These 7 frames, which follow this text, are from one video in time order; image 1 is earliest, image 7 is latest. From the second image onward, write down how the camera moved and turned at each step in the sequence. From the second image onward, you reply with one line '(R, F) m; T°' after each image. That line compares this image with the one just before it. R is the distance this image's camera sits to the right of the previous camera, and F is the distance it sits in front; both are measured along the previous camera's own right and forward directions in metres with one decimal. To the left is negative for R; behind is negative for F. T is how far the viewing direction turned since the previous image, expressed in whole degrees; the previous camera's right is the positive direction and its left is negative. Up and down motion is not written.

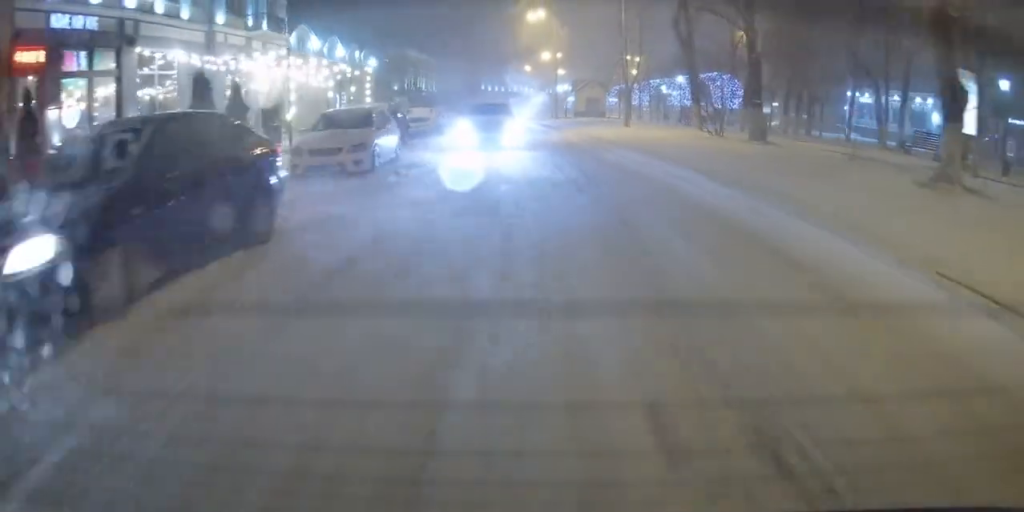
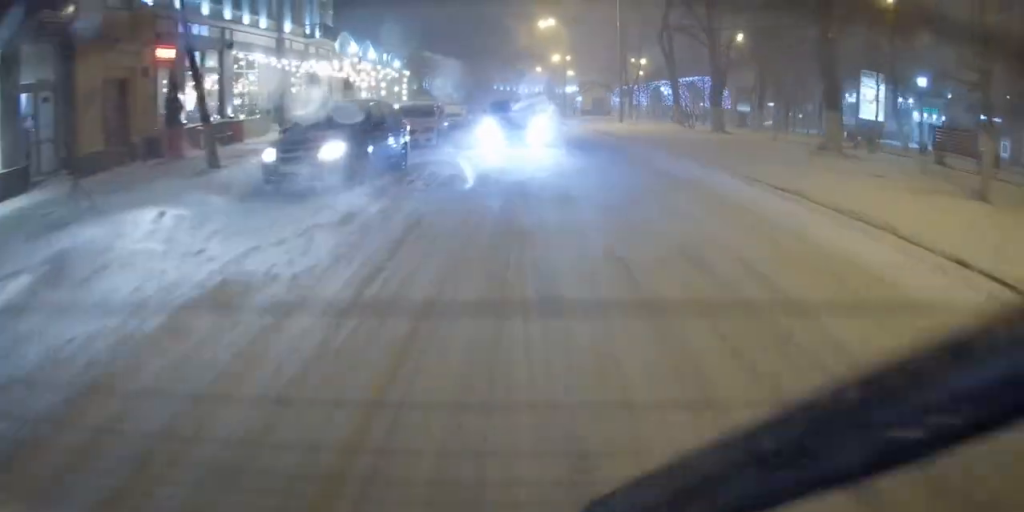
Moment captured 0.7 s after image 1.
(+0.1, +6.1) m; +2°
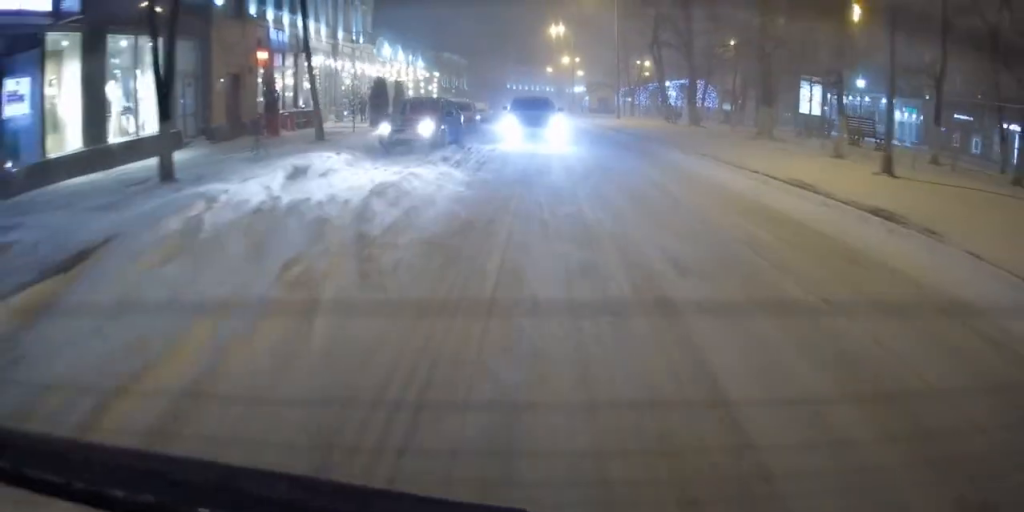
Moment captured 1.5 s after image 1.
(+0.3, +6.6) m; +1°
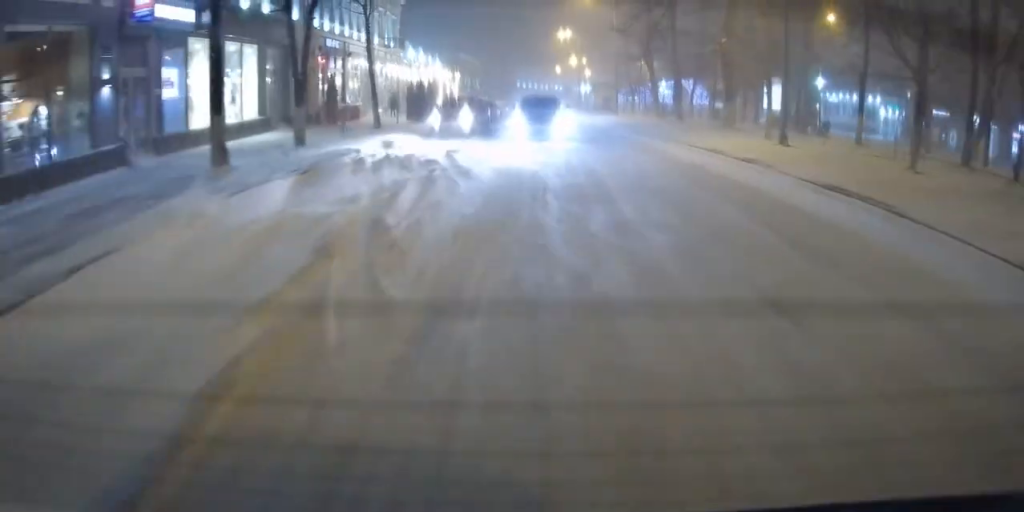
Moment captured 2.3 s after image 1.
(-0.2, +5.9) m; -3°
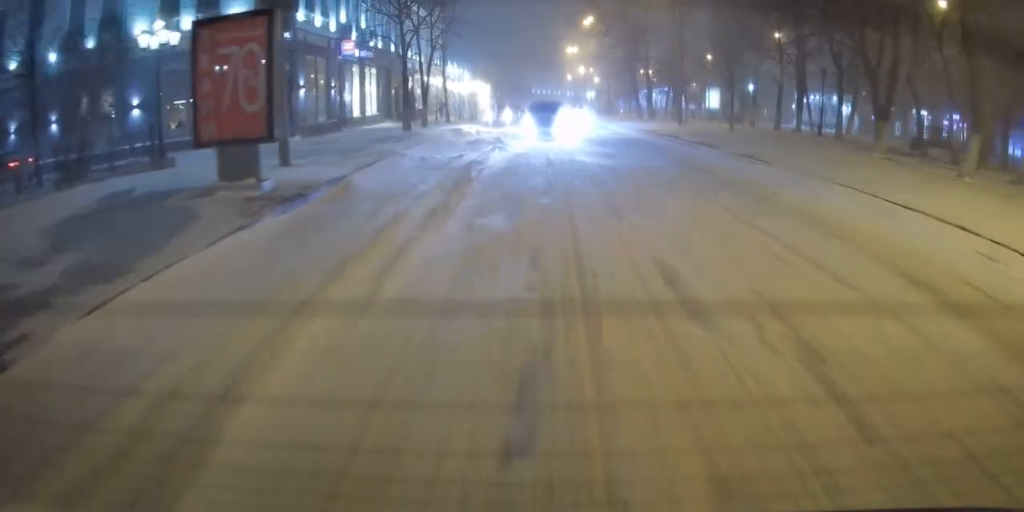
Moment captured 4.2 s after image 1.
(-0.2, +15.0) m; -1°
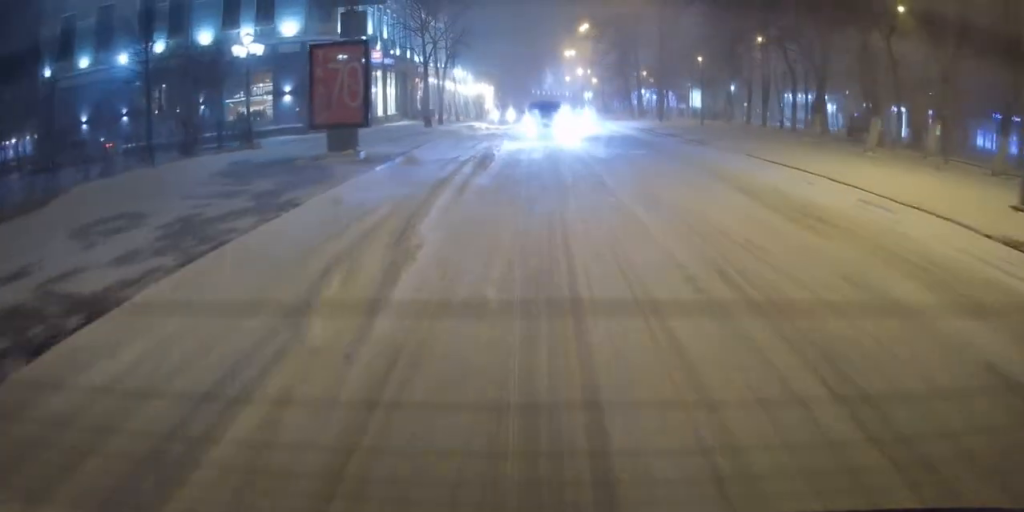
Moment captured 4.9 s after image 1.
(0.0, +5.3) m; -1°
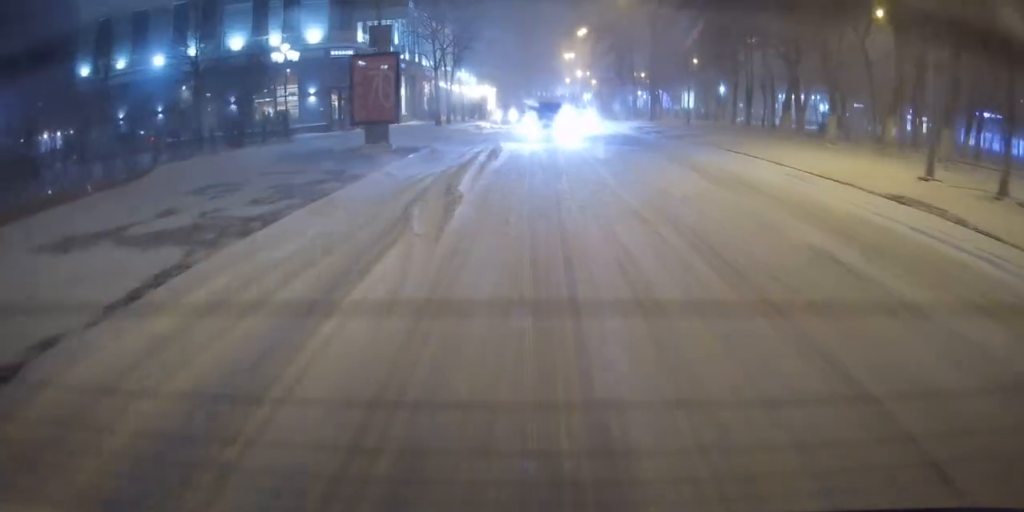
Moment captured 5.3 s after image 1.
(0.0, +3.3) m; -1°
